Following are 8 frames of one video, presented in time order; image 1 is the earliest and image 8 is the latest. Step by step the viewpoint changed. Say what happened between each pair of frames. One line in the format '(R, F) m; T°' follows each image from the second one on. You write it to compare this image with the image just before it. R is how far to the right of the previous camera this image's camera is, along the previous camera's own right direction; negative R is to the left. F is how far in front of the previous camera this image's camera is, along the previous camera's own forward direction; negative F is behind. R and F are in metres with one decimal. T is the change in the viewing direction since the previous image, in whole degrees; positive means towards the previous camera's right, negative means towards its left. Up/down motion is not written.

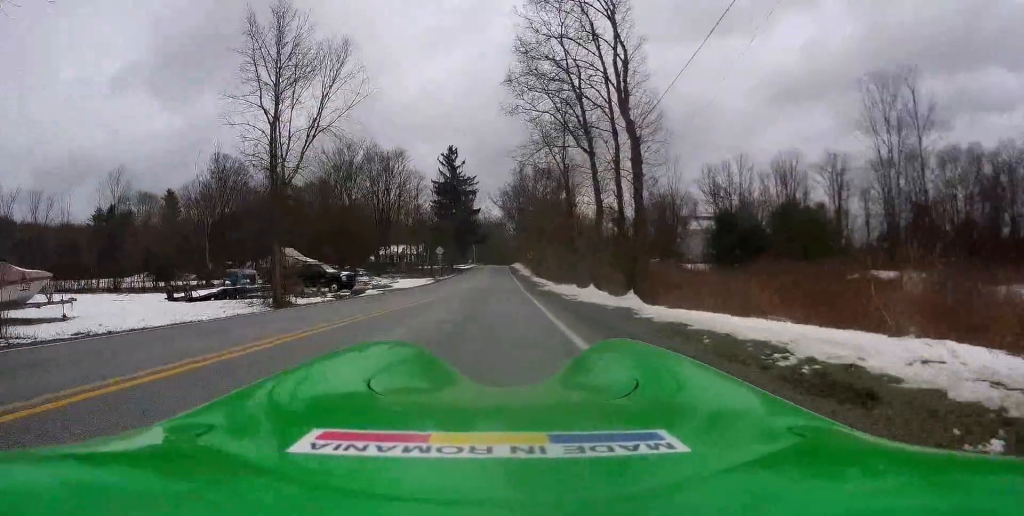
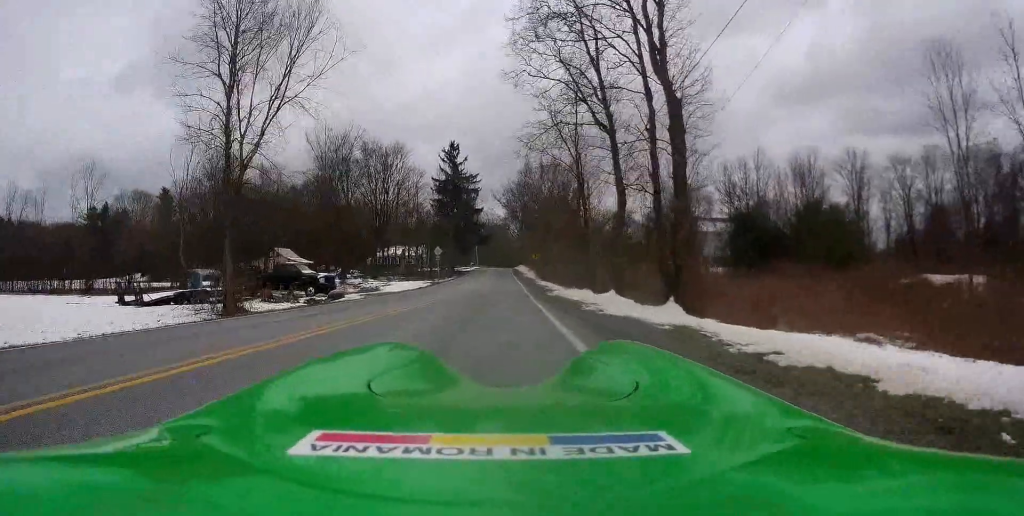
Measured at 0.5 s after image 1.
(-0.2, +5.2) m; -1°
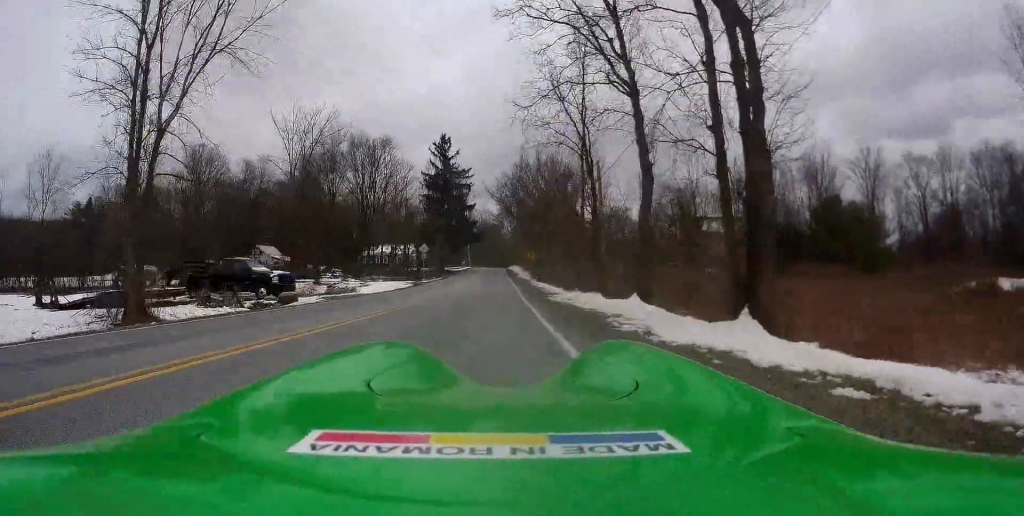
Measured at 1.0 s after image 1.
(-0.1, +5.6) m; +1°
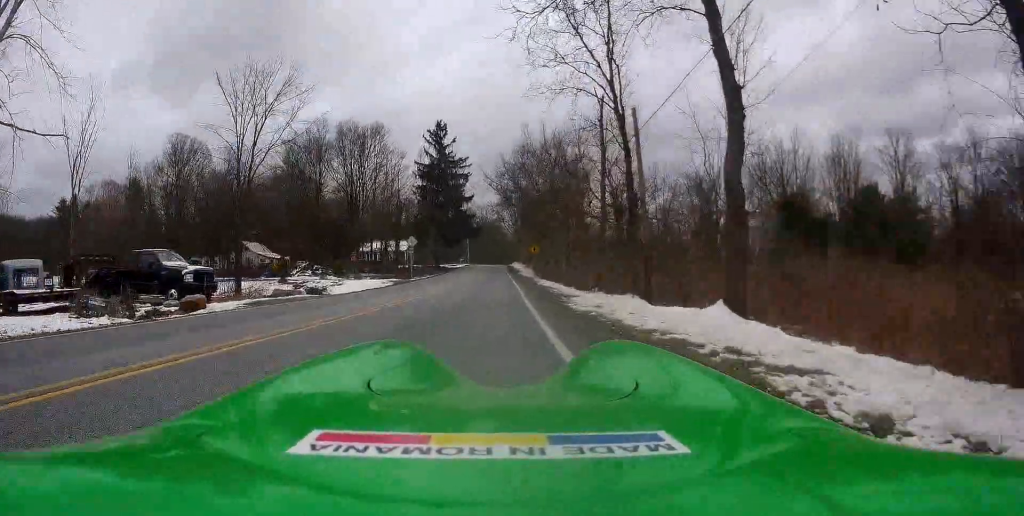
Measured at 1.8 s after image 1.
(-0.1, +8.0) m; +5°
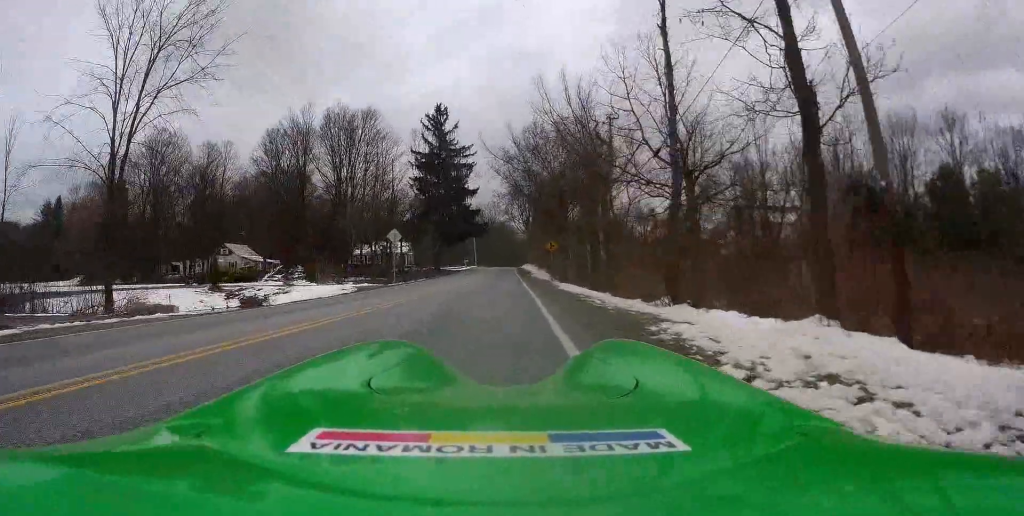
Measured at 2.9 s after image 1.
(+0.9, +9.9) m; +2°
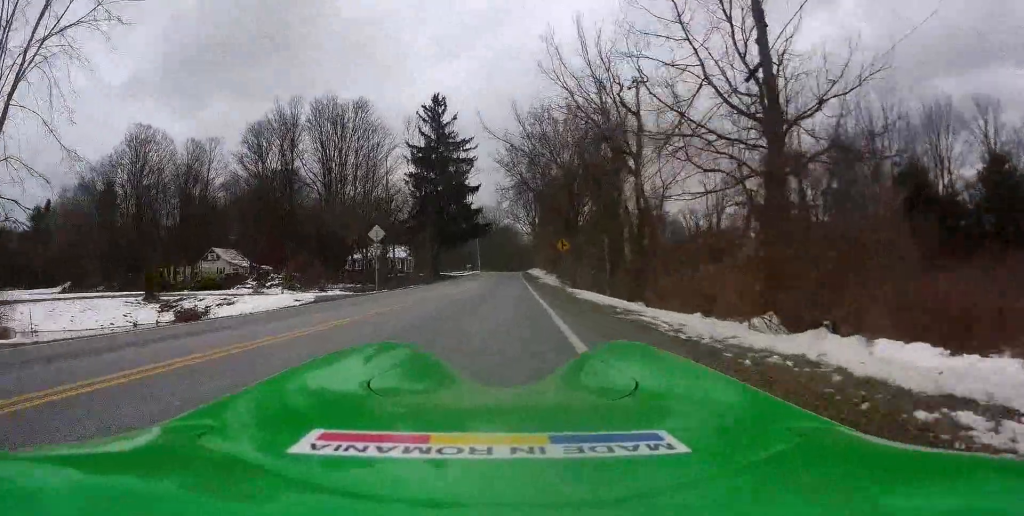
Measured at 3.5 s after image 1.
(-0.4, +5.8) m; -2°
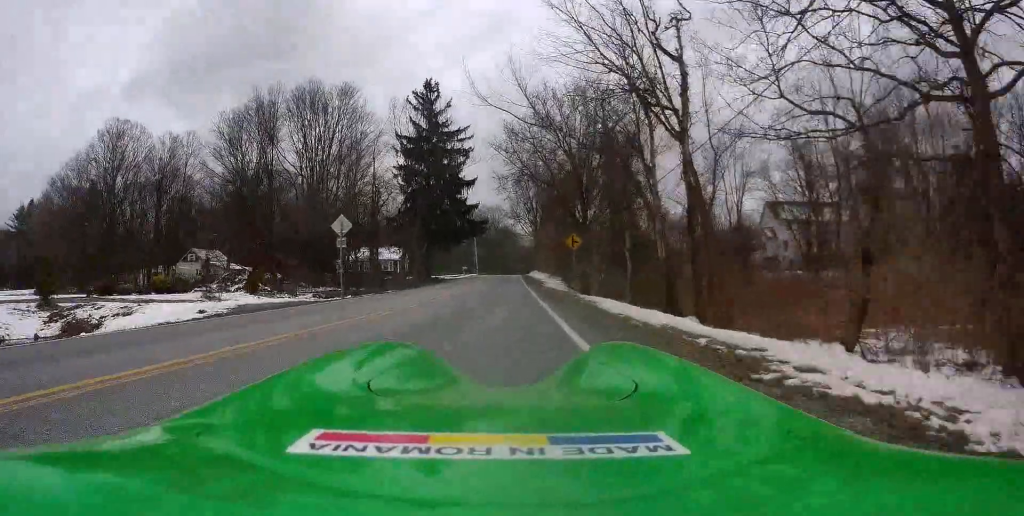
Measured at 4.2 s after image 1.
(0.0, +6.4) m; -2°
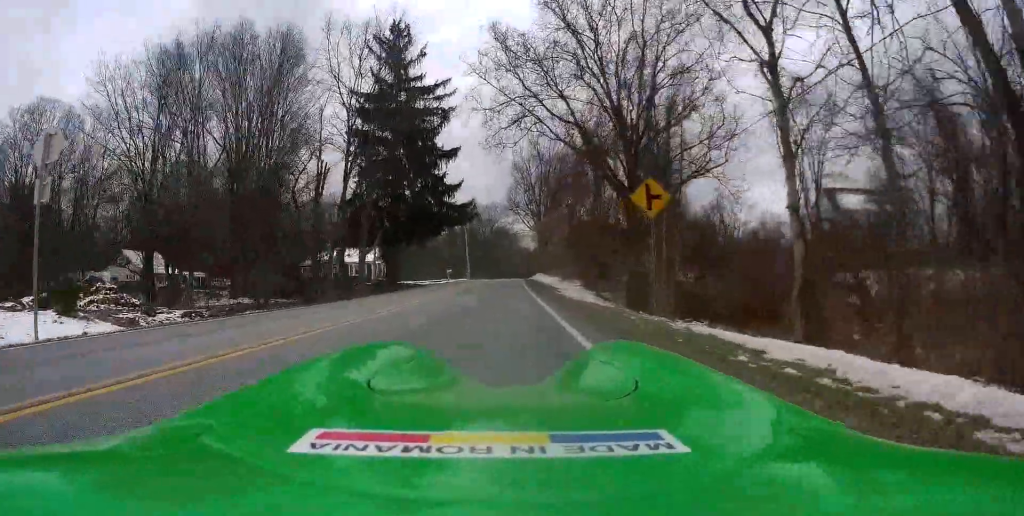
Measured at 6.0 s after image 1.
(-1.0, +17.9) m; -5°
